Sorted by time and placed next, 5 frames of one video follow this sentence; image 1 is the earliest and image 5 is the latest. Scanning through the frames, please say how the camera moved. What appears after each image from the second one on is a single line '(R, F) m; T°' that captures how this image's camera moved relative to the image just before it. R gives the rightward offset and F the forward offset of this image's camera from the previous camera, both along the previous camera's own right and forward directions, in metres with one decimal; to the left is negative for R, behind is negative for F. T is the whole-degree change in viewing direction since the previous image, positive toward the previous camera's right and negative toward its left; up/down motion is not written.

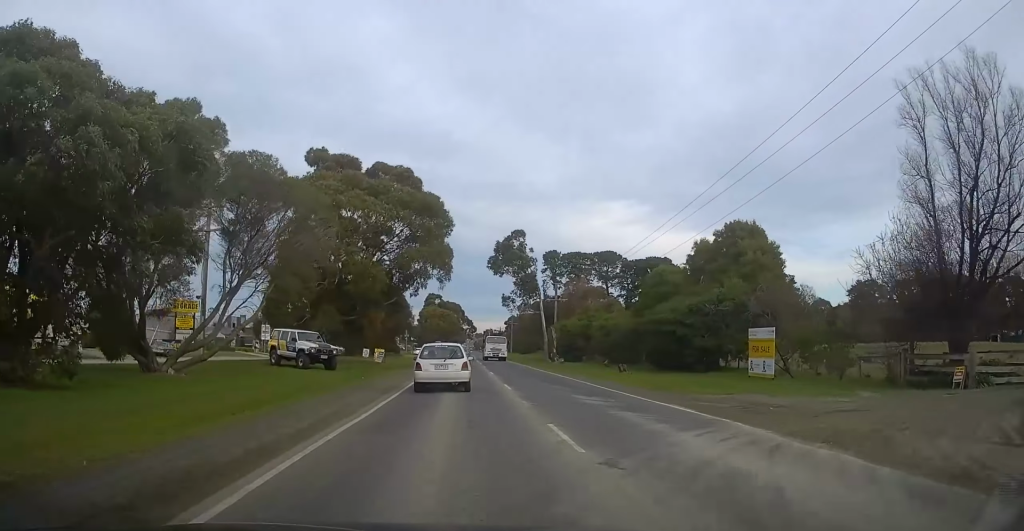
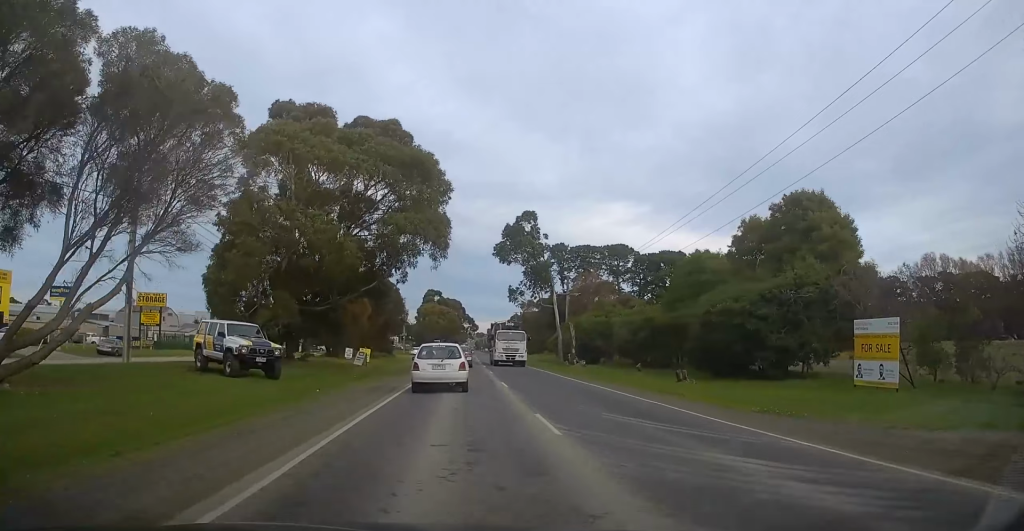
(0.0, +9.8) m; 0°
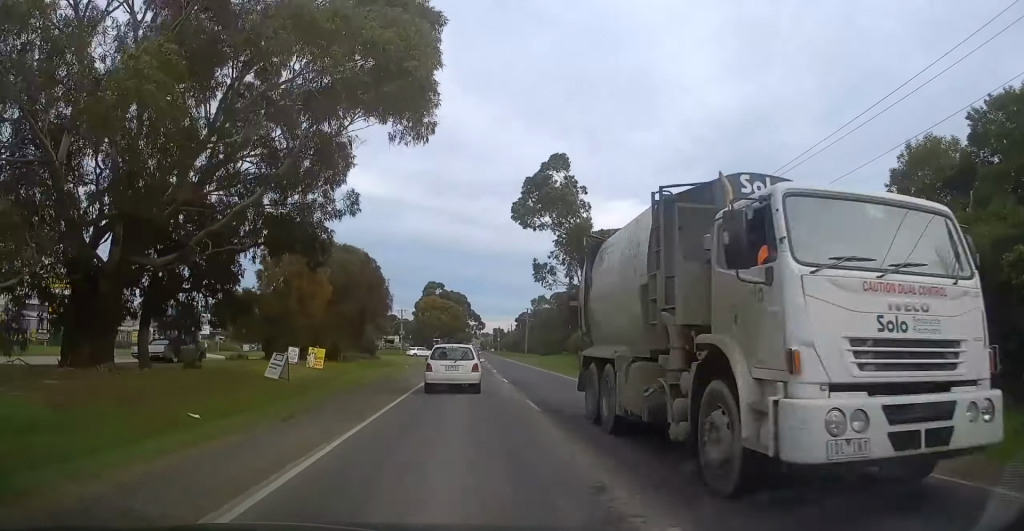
(0.0, +19.5) m; 0°
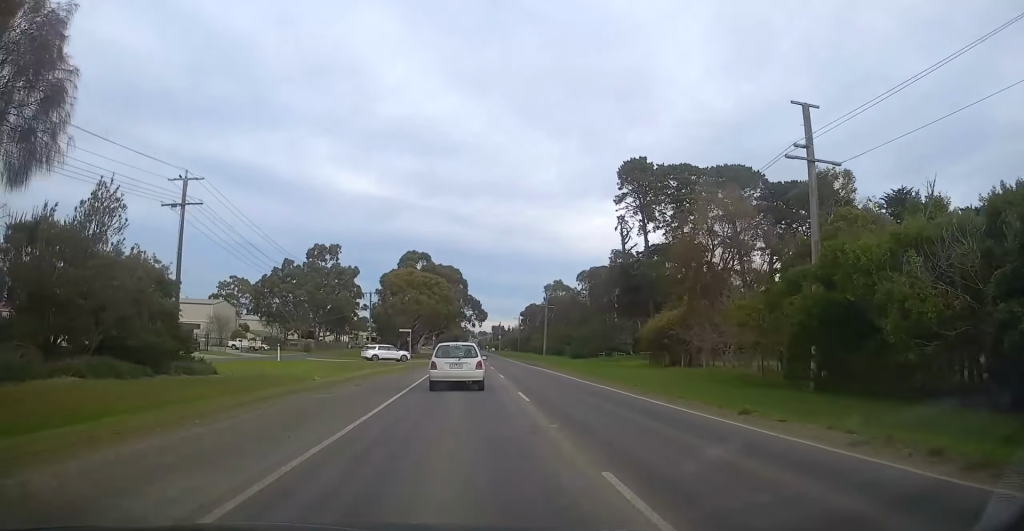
(0.0, +45.3) m; -1°
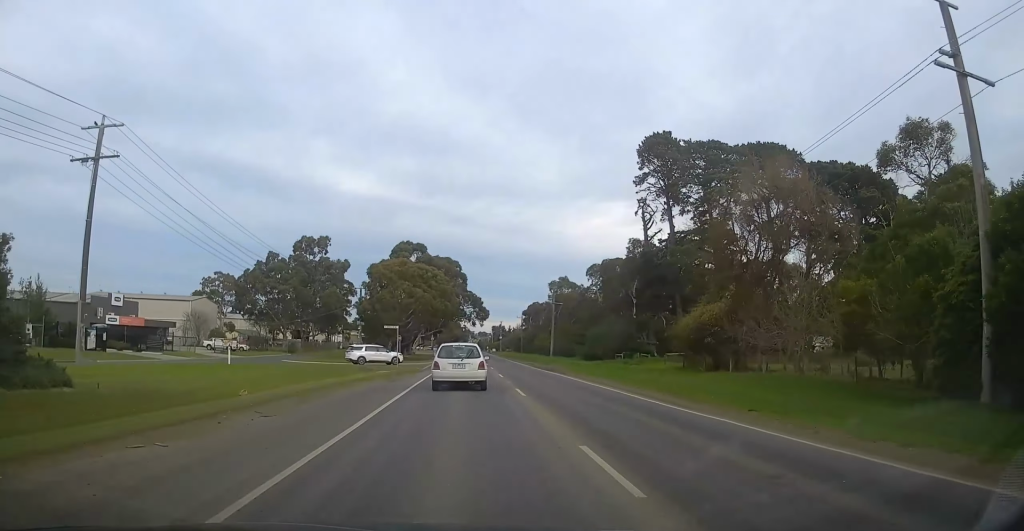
(+0.1, +10.0) m; -1°
